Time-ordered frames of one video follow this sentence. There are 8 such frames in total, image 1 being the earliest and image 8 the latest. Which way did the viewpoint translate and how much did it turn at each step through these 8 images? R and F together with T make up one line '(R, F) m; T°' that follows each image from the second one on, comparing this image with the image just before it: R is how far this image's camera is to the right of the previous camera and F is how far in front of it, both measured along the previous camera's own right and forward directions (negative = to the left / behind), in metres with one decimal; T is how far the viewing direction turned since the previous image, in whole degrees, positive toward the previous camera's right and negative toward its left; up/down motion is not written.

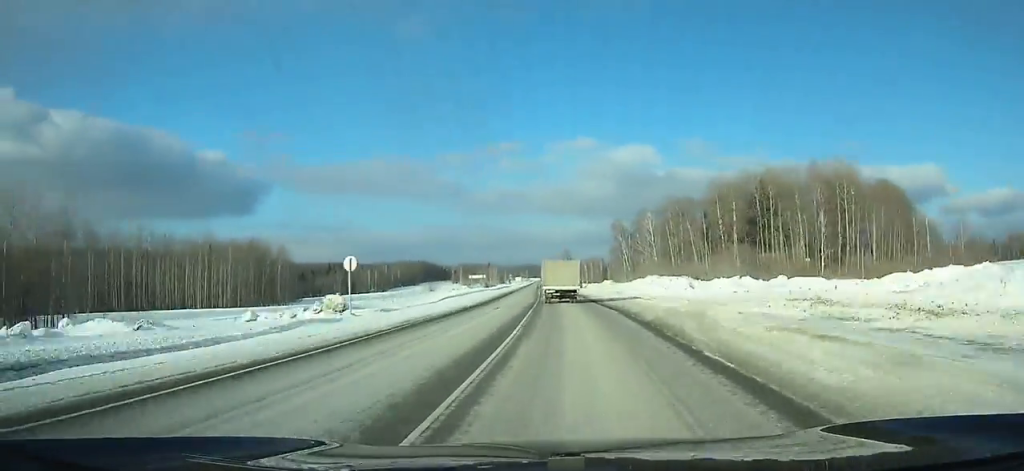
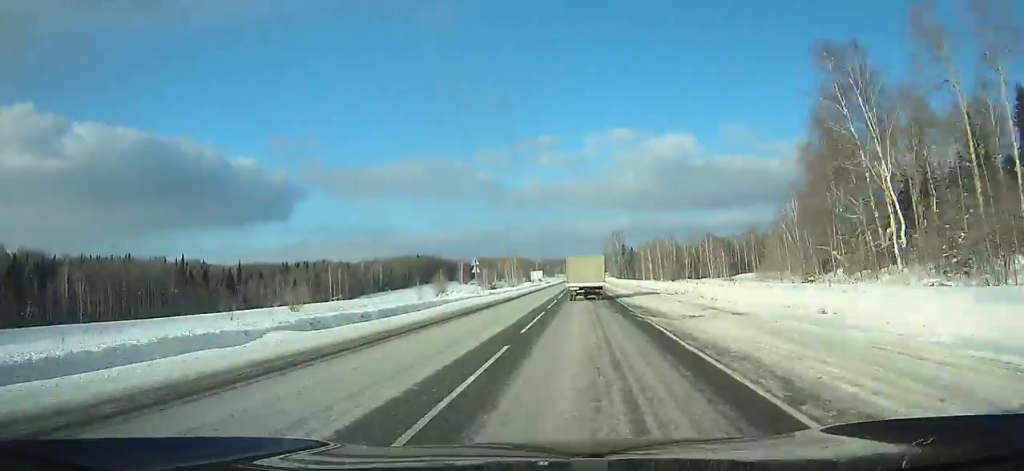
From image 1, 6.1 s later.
(-10.9, +124.4) m; -6°
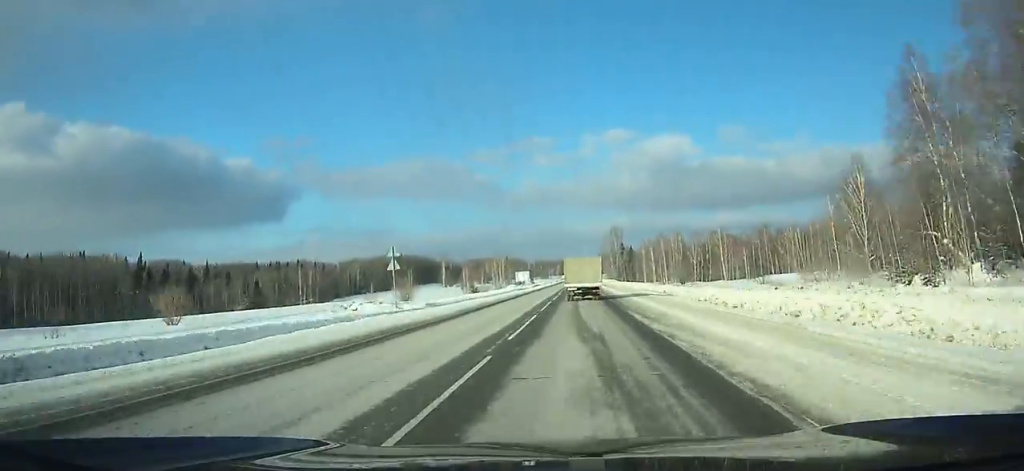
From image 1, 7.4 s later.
(+0.1, +26.6) m; 0°
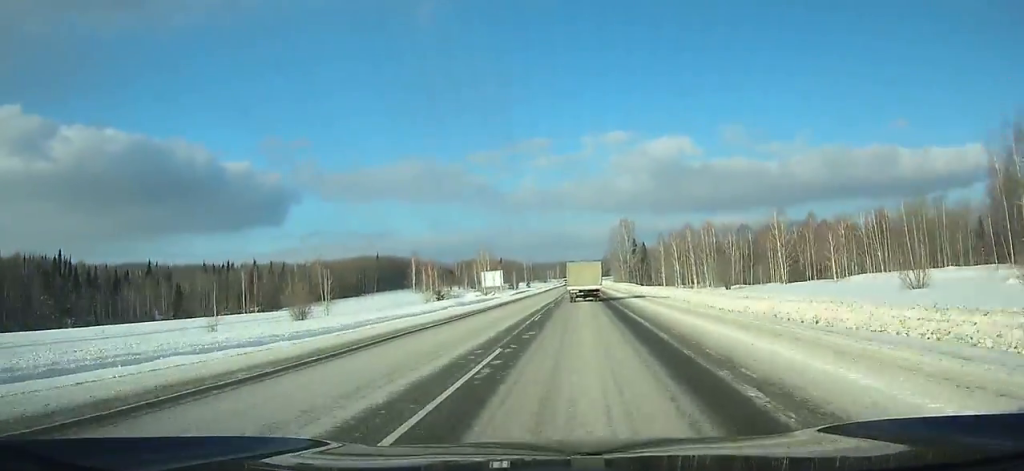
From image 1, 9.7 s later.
(-0.4, +47.4) m; 0°
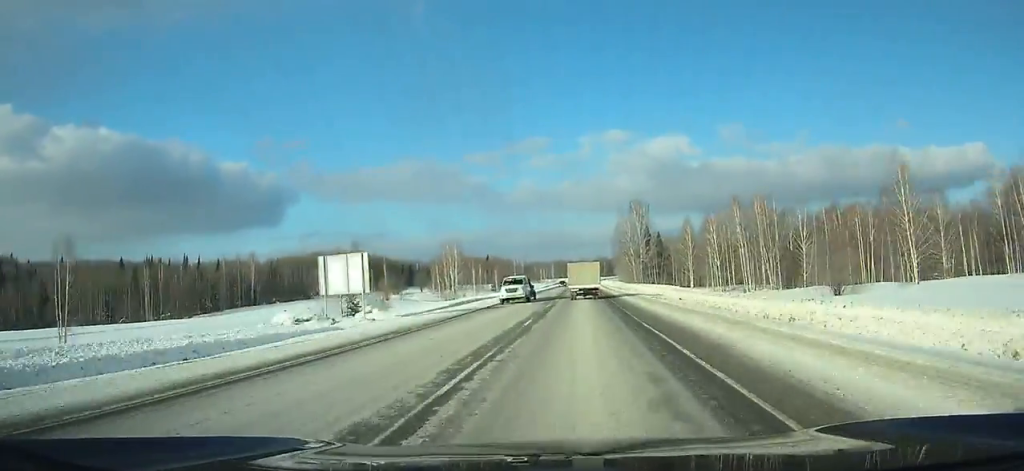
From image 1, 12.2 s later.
(-0.1, +52.4) m; 0°
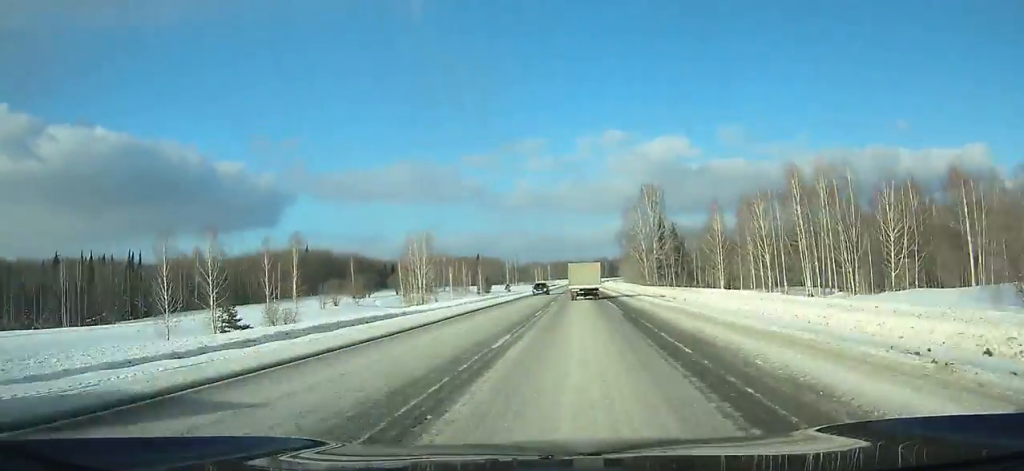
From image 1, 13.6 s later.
(0.0, +29.7) m; 0°
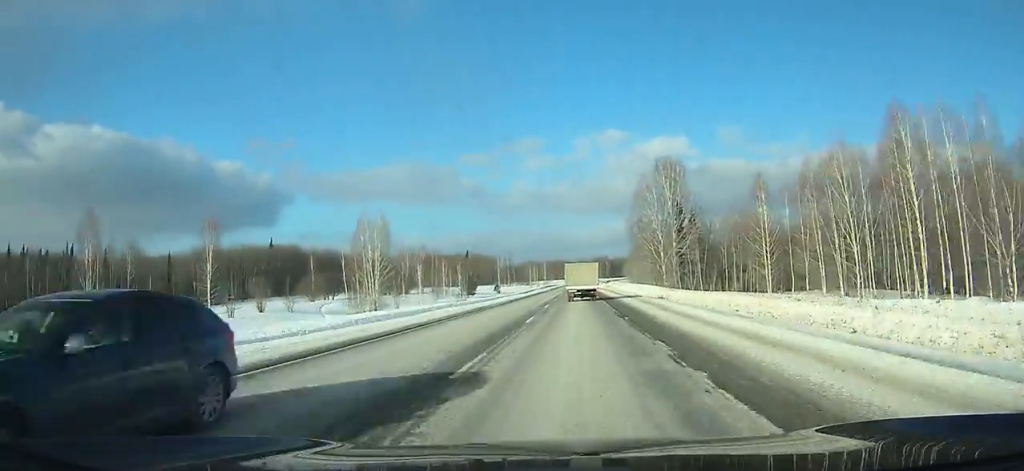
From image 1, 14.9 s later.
(0.0, +28.2) m; 0°
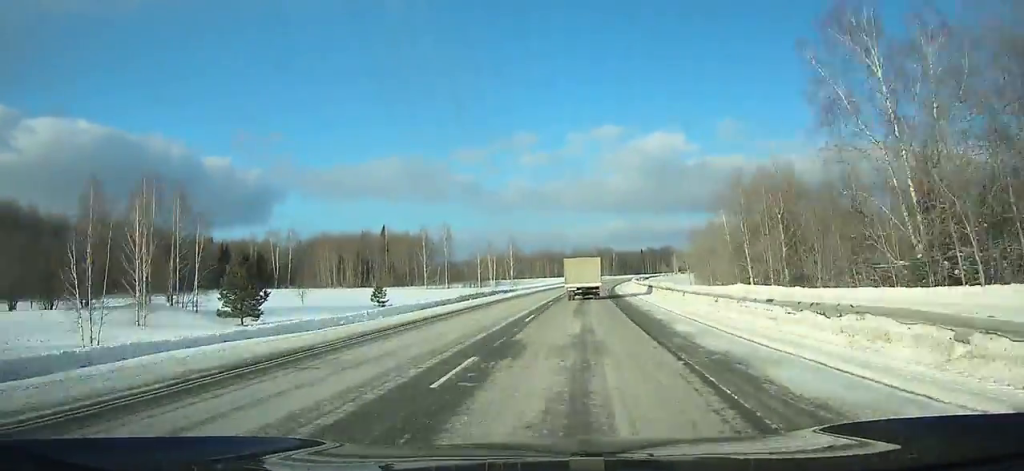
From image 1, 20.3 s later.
(+0.8, +118.2) m; +2°
